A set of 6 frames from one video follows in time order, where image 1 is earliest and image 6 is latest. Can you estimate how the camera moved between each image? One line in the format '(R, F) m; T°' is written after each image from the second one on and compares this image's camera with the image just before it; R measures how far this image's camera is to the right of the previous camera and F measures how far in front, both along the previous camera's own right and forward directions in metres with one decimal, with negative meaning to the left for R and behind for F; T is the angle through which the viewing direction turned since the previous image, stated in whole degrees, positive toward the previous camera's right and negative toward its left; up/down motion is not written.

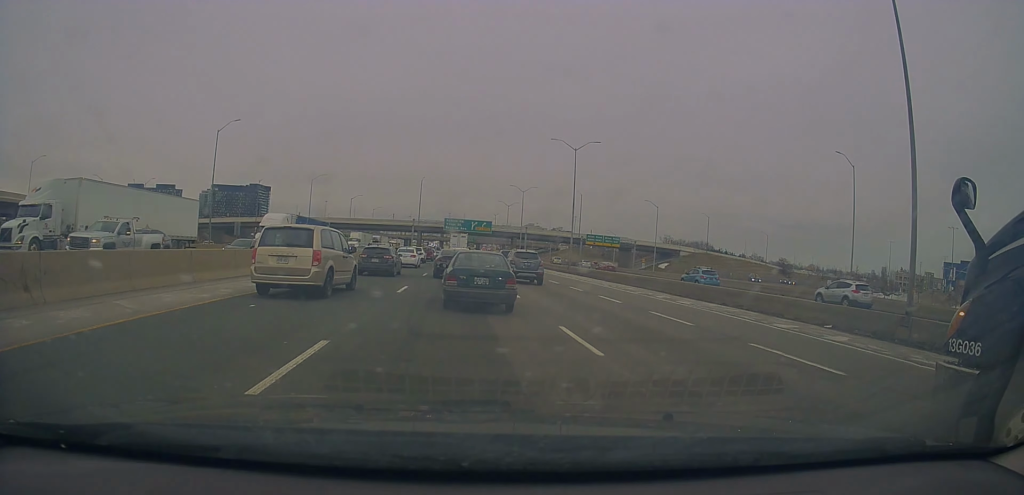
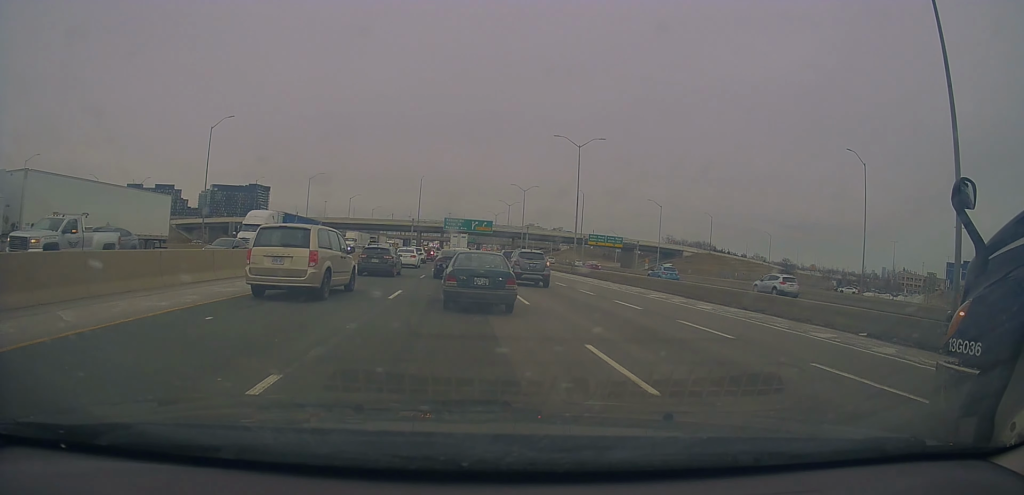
(+0.1, +2.5) m; -2°
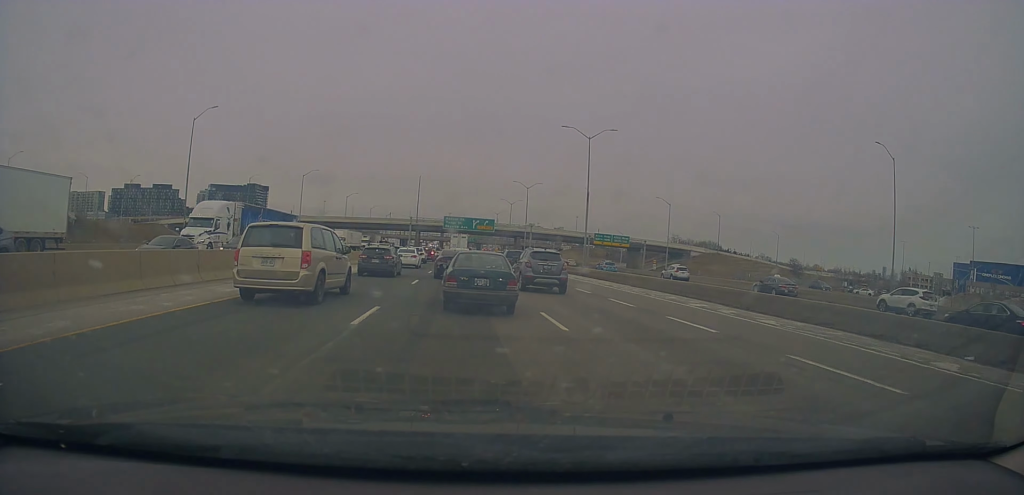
(-0.5, +5.3) m; -1°
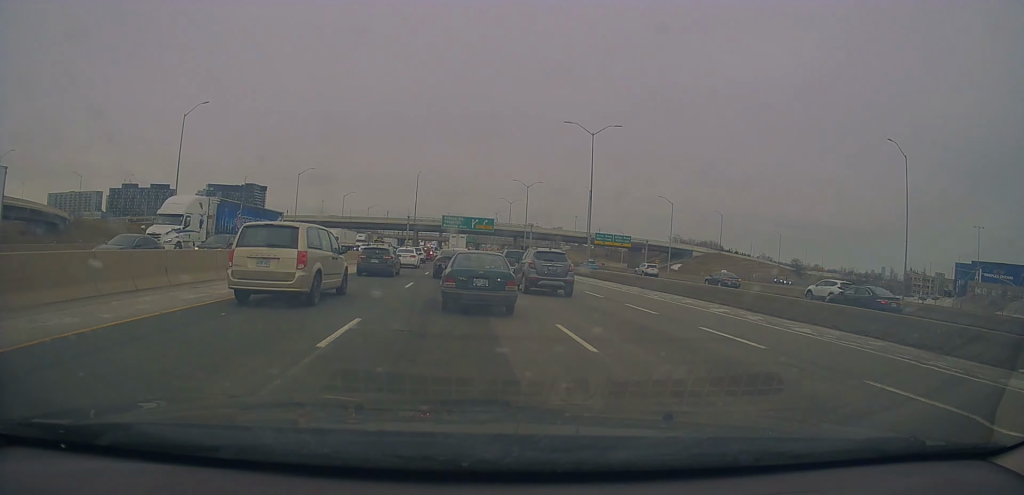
(+0.2, +2.4) m; +2°
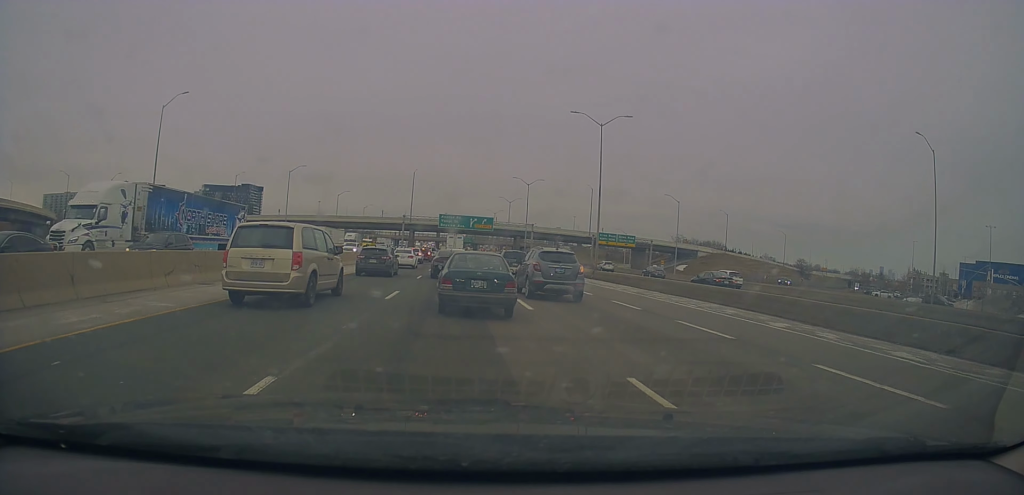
(+0.2, +4.7) m; +2°
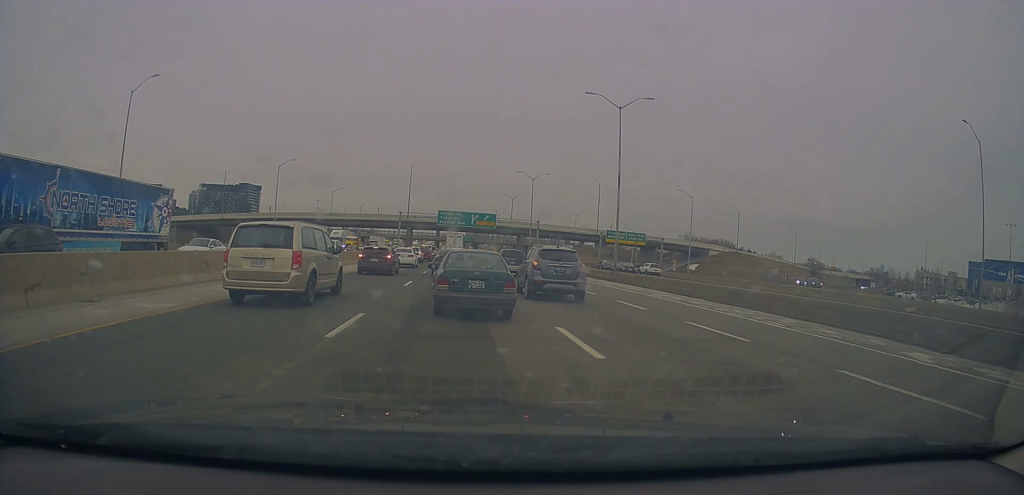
(0.0, +6.2) m; +1°
